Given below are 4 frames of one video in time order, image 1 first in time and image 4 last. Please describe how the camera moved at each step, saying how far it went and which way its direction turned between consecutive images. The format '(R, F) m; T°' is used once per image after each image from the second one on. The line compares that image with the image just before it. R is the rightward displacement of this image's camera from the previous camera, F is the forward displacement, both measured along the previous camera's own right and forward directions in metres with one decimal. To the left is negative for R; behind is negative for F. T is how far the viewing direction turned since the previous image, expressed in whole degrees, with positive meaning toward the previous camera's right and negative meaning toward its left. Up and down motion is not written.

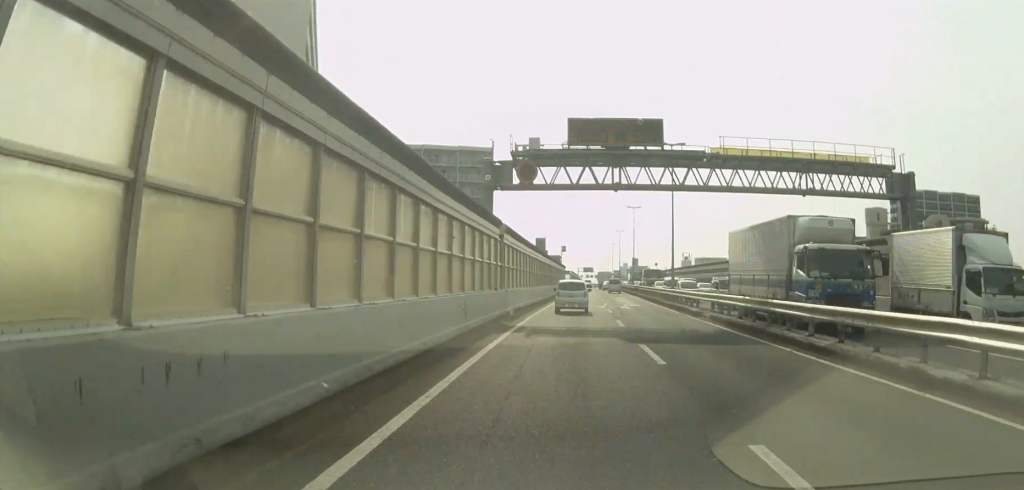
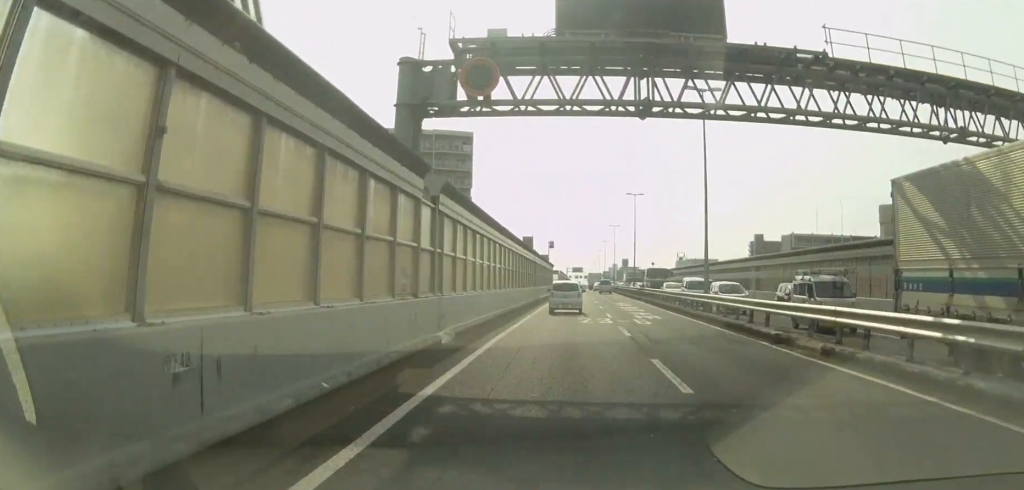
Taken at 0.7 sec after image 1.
(+0.3, +13.6) m; +1°
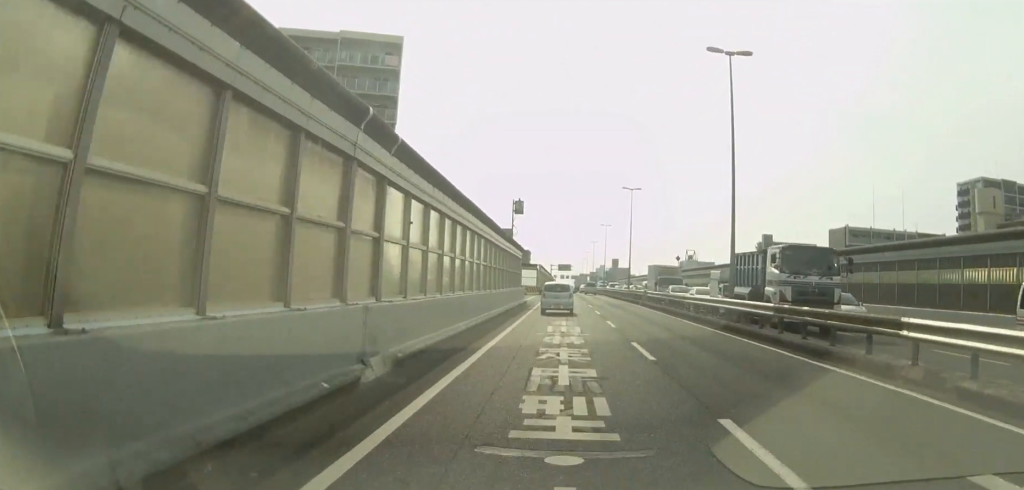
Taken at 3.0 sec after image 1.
(+0.4, +45.3) m; +2°
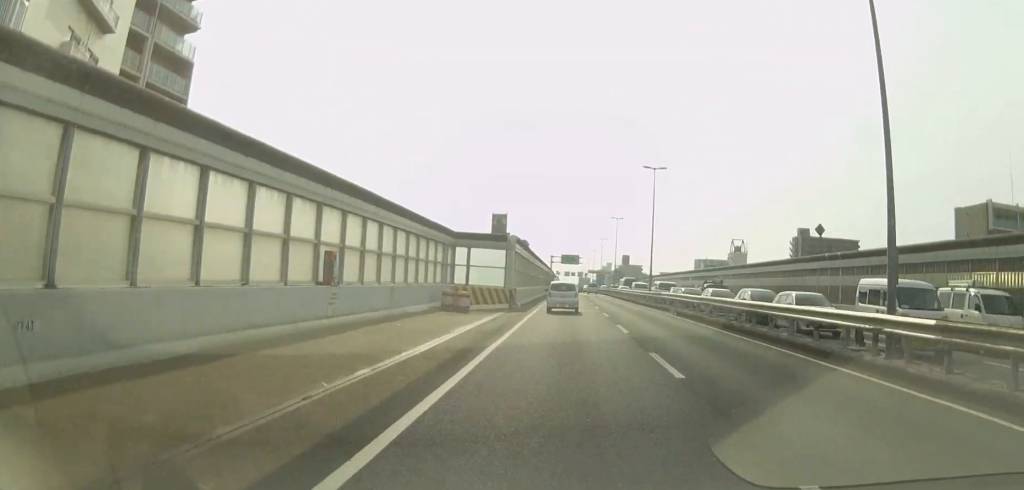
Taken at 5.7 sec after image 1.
(+1.2, +52.1) m; 0°
